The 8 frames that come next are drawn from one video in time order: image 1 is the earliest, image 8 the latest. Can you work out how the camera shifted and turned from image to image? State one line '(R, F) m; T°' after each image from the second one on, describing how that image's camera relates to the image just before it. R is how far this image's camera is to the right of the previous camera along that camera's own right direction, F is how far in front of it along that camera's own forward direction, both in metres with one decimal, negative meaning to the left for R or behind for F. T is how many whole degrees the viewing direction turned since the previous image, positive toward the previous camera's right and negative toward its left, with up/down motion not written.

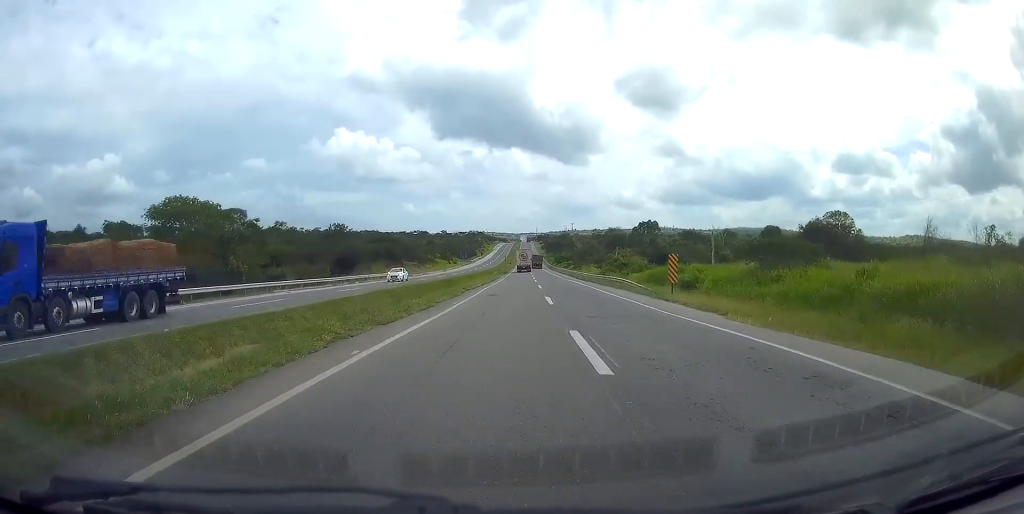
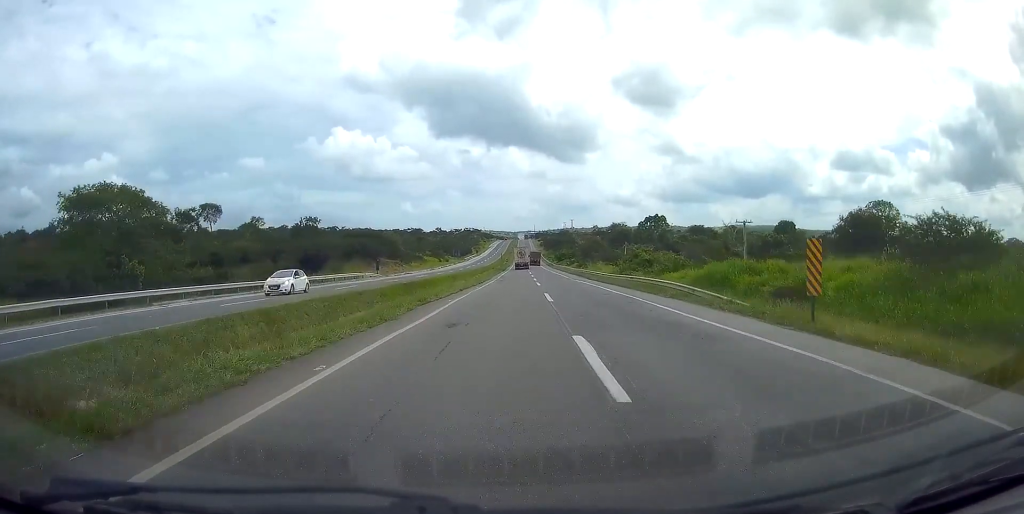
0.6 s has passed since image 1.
(0.0, +17.1) m; -1°
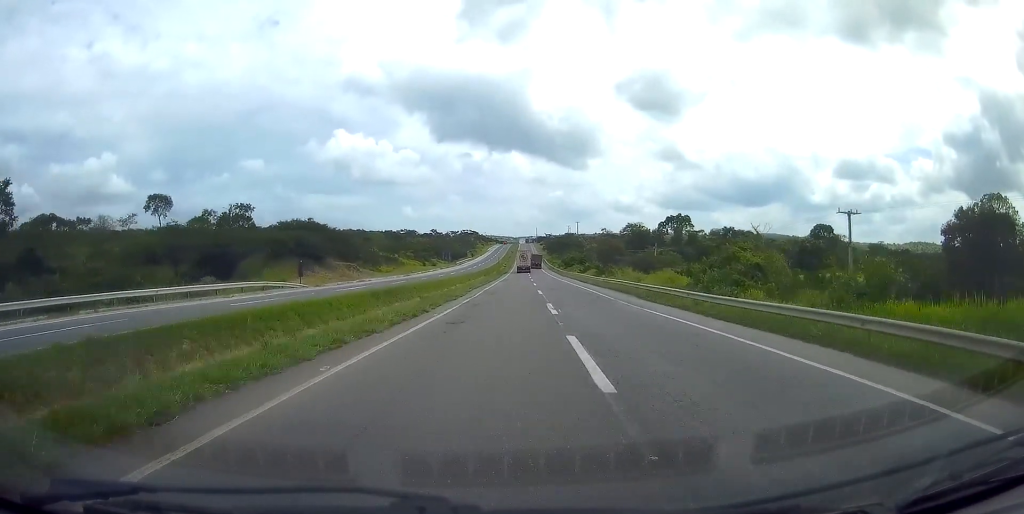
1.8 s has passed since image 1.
(-0.3, +31.4) m; +1°
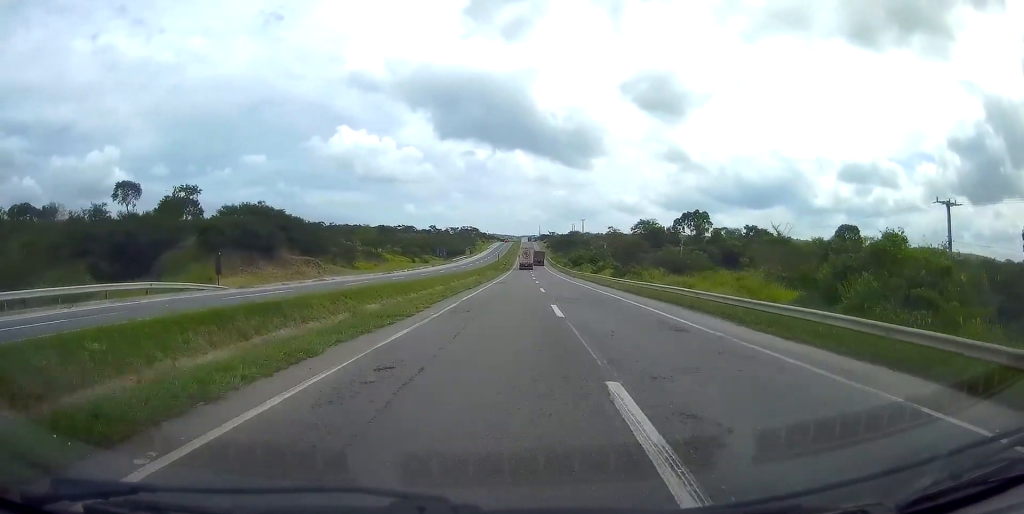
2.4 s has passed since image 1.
(+0.3, +17.1) m; +1°
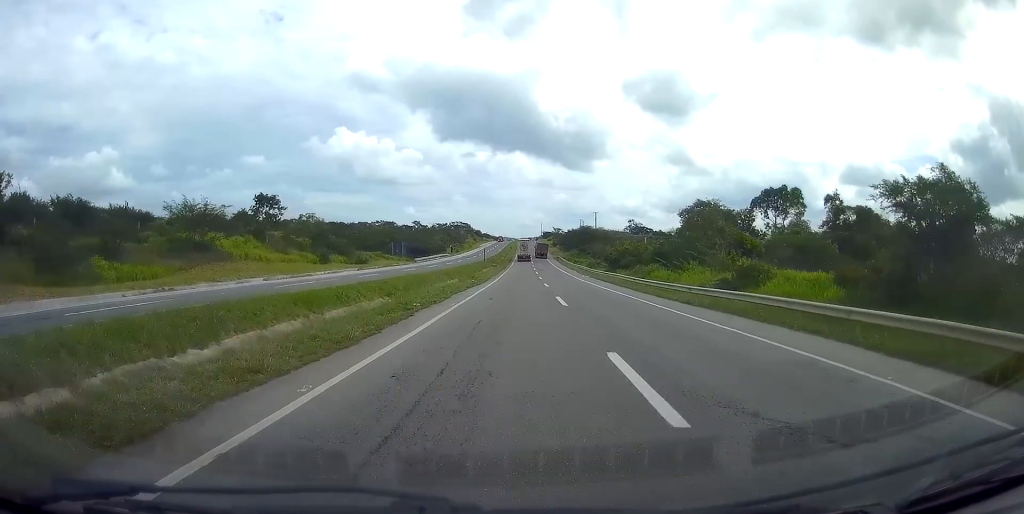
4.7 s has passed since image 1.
(-1.5, +61.0) m; -1°
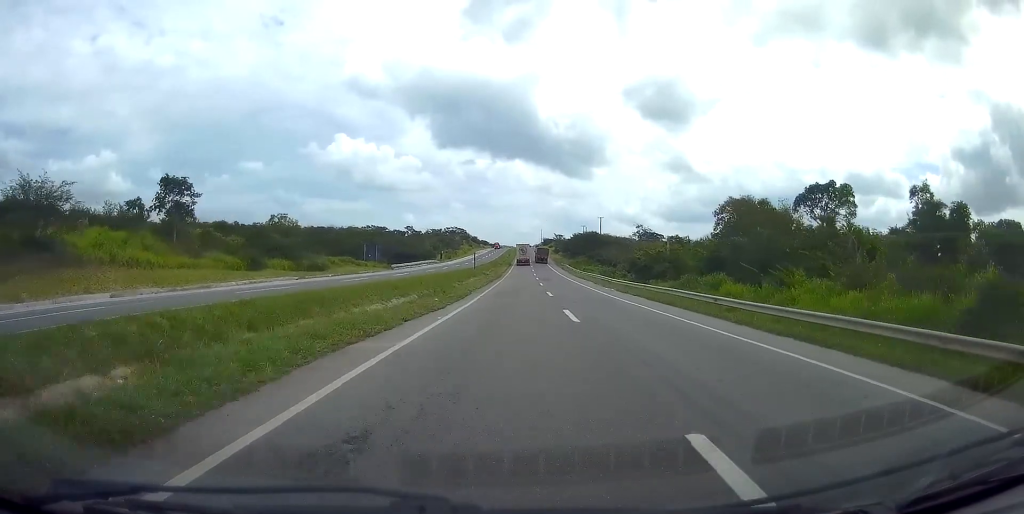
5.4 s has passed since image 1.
(+0.5, +19.8) m; 0°
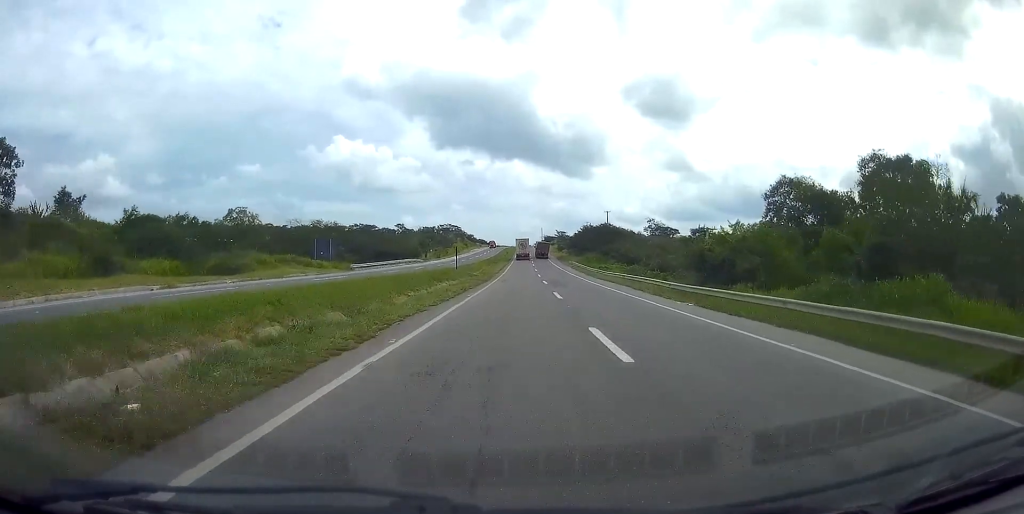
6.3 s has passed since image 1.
(-0.4, +22.9) m; 0°
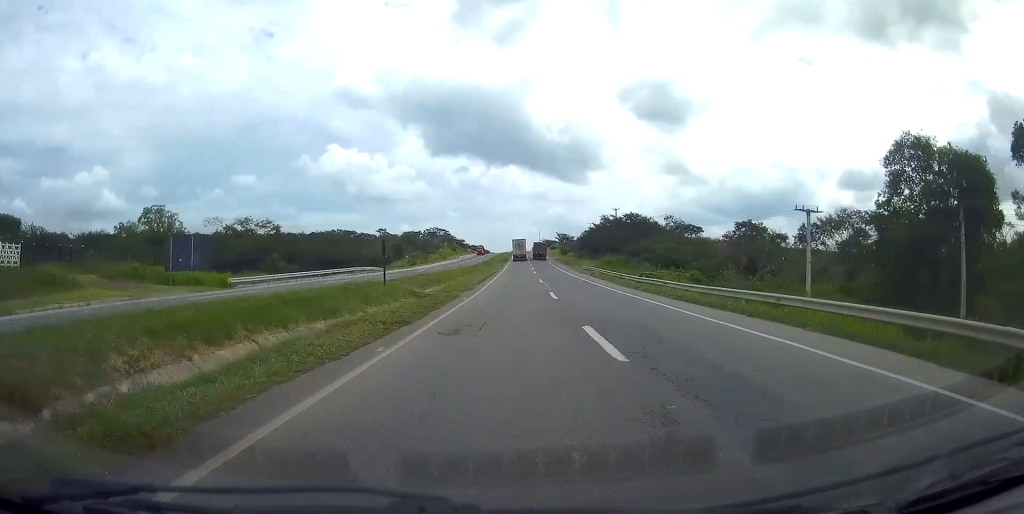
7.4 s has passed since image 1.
(+0.2, +31.8) m; +1°
